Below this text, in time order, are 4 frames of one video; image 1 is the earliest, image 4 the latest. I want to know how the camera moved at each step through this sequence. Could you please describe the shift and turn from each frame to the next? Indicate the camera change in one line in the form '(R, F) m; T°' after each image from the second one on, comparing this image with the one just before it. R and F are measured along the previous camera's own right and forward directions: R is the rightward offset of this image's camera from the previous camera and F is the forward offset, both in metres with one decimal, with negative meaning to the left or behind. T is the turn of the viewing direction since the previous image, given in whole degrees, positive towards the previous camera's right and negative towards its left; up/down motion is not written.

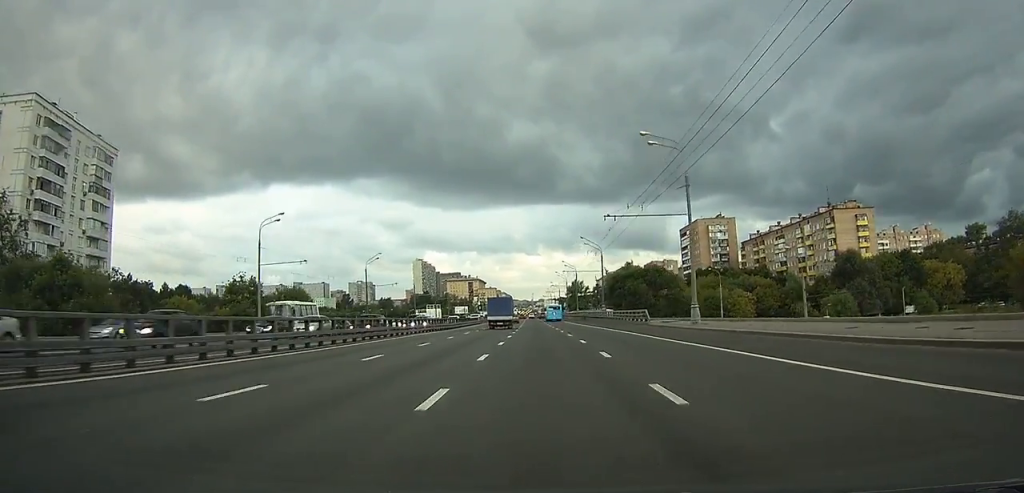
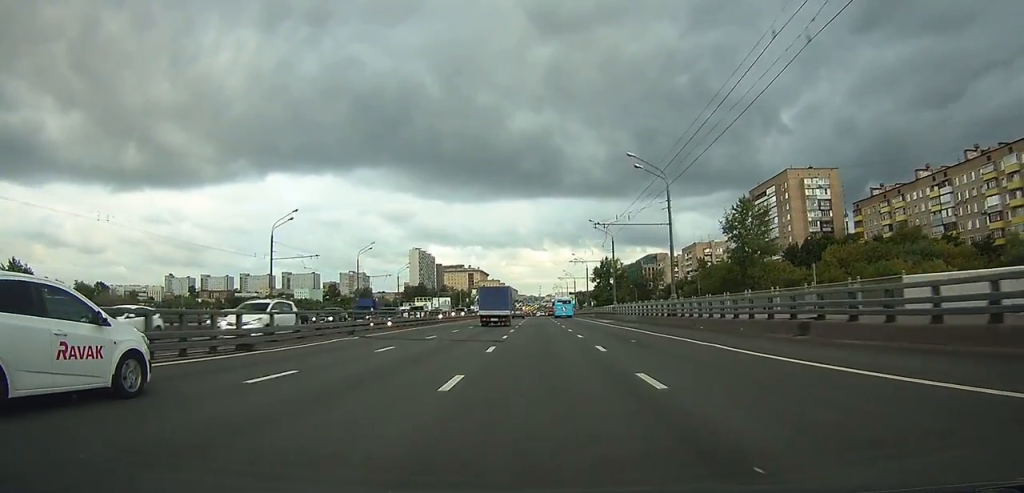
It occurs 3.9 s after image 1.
(-1.3, +80.7) m; -2°
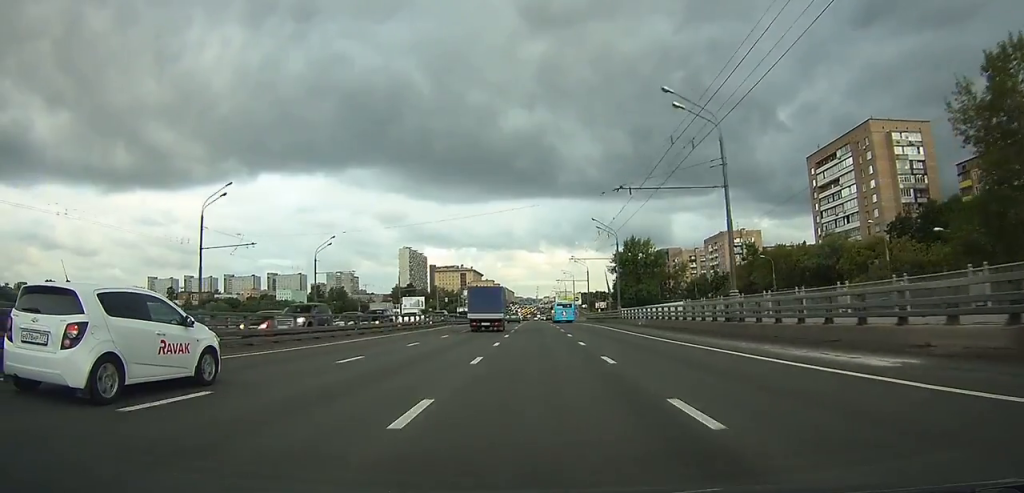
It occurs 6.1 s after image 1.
(+0.2, +44.5) m; +1°
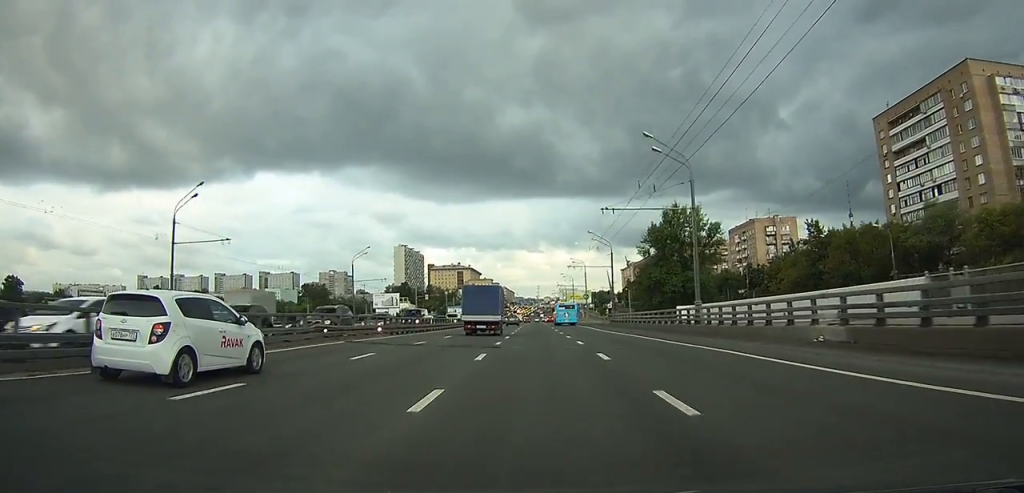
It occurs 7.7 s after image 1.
(+0.1, +31.5) m; 0°
